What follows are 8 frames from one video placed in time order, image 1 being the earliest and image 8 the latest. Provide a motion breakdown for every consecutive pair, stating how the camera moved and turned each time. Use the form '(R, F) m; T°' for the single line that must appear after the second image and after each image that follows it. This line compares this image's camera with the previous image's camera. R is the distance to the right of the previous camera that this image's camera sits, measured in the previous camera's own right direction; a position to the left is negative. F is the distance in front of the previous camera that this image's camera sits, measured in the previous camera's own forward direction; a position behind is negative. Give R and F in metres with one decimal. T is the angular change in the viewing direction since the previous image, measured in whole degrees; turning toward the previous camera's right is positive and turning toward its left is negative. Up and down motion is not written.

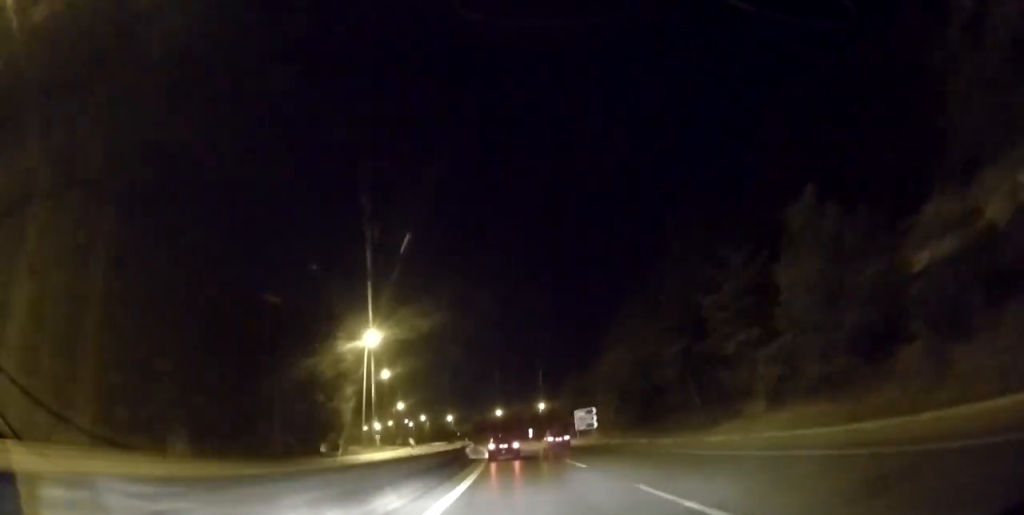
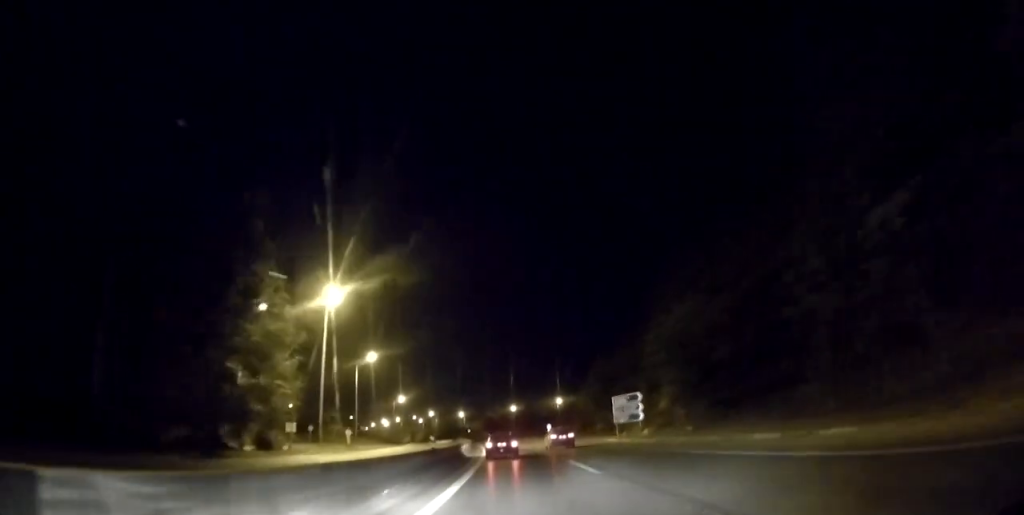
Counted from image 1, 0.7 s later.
(-0.3, +21.2) m; -1°
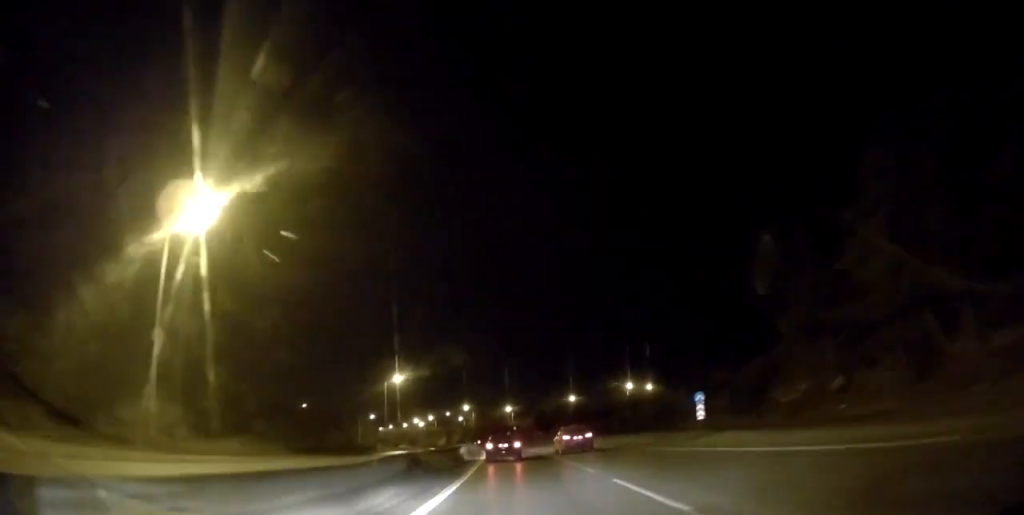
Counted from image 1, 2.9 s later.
(-2.2, +63.3) m; -5°
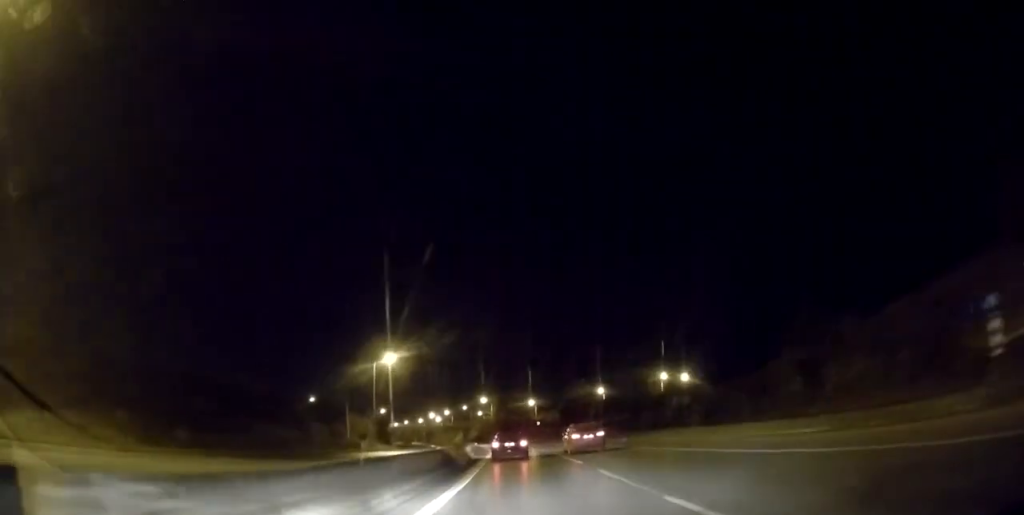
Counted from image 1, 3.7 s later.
(-0.5, +22.7) m; -2°
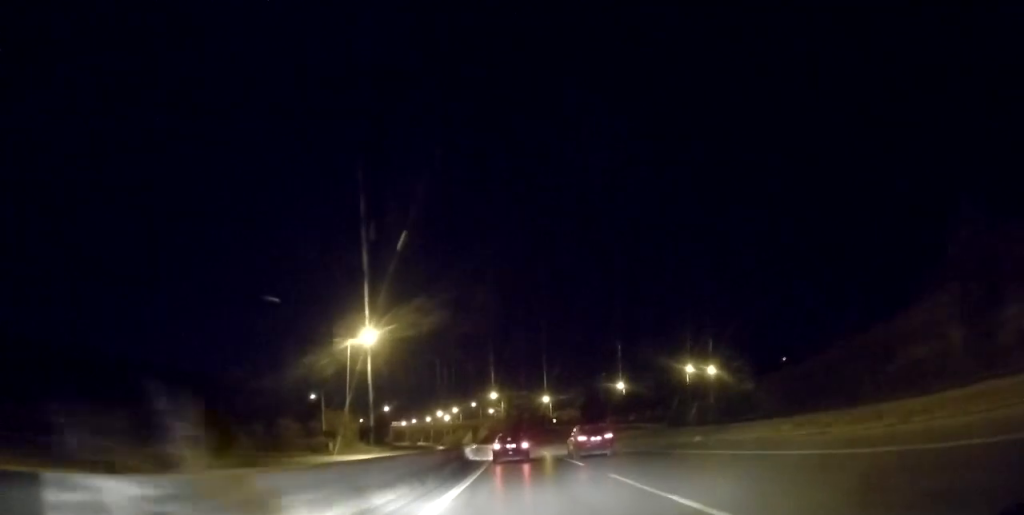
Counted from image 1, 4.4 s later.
(-0.2, +18.0) m; -2°
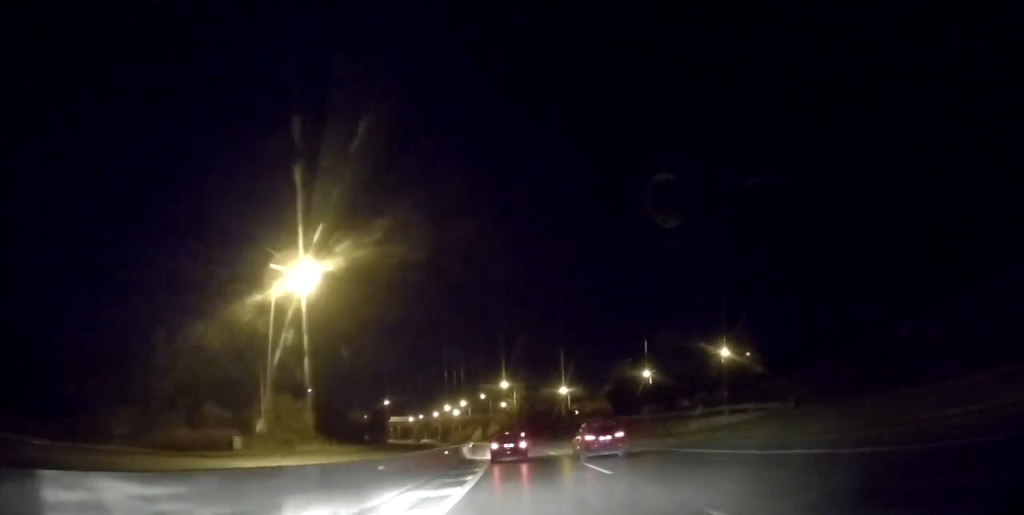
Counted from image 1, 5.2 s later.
(-0.4, +23.3) m; -2°
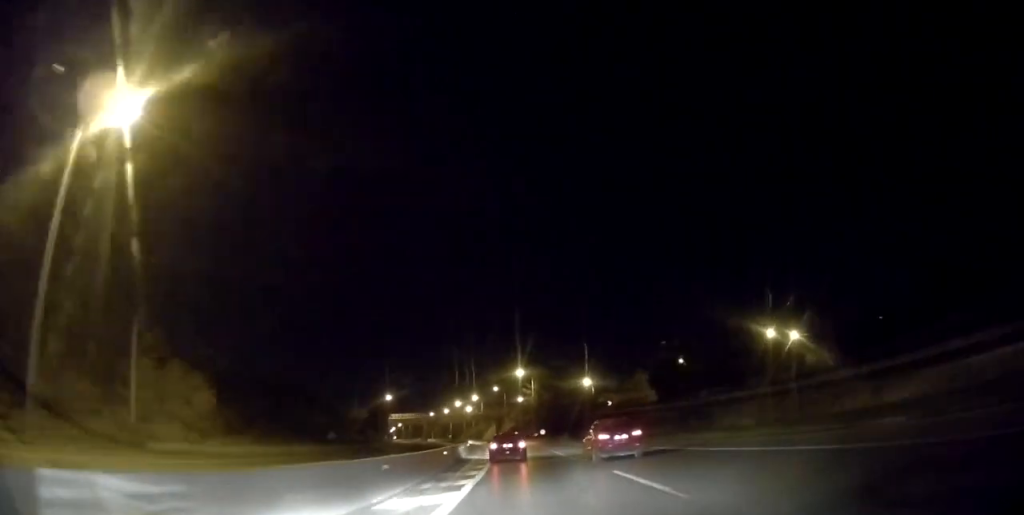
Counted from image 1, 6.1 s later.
(-0.6, +23.3) m; -2°
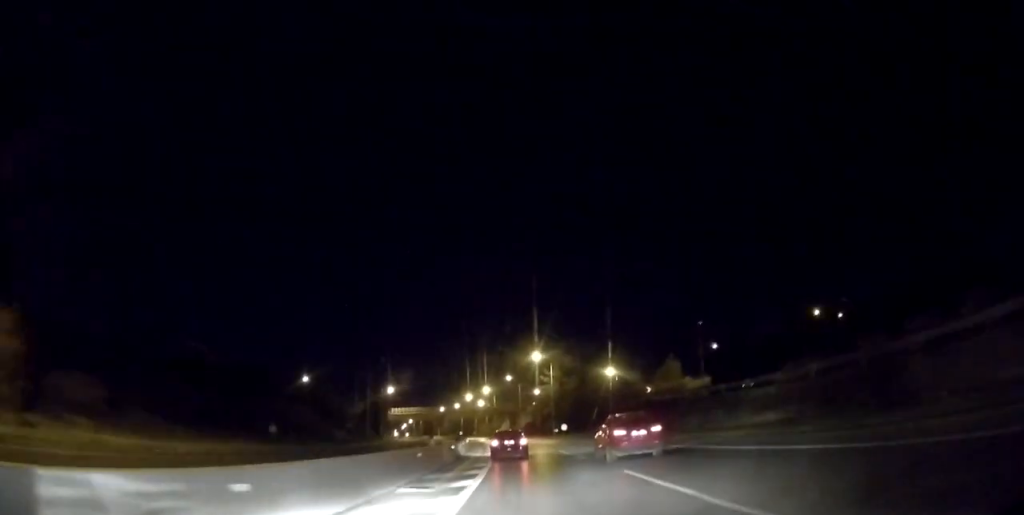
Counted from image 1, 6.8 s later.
(+0.1, +19.3) m; -1°
